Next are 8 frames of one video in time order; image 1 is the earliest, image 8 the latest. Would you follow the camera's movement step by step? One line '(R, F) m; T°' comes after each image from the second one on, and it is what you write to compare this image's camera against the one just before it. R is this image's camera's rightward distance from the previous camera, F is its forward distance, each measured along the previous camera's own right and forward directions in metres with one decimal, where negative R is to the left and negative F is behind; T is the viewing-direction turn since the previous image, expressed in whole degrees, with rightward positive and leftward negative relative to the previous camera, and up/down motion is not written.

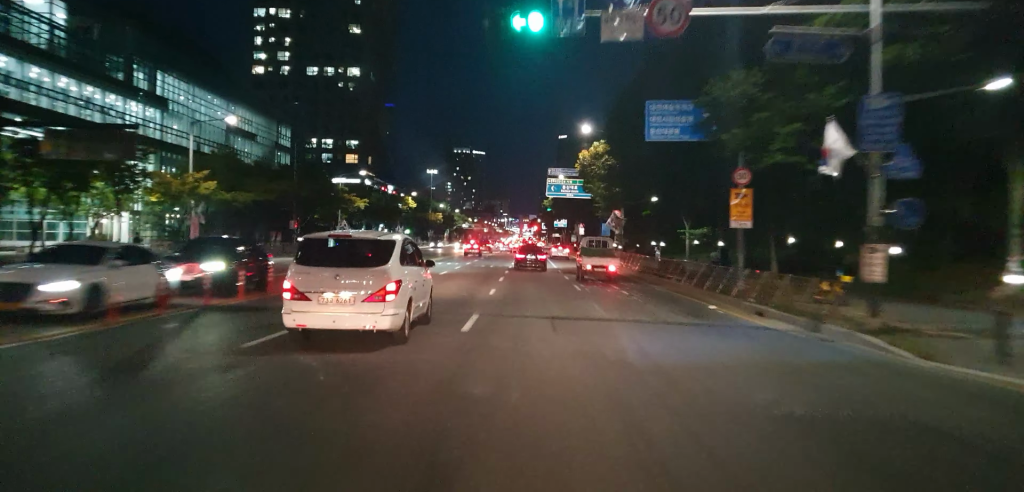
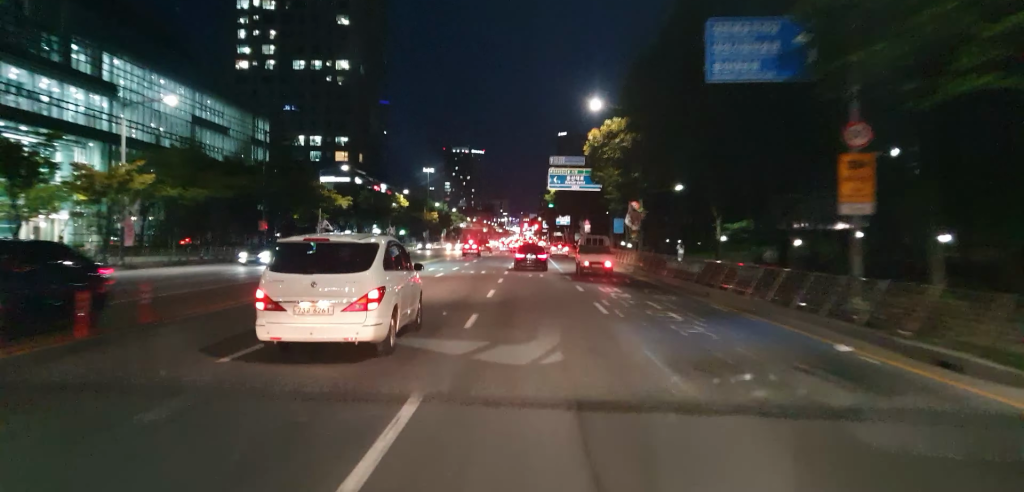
(0.0, +10.0) m; 0°
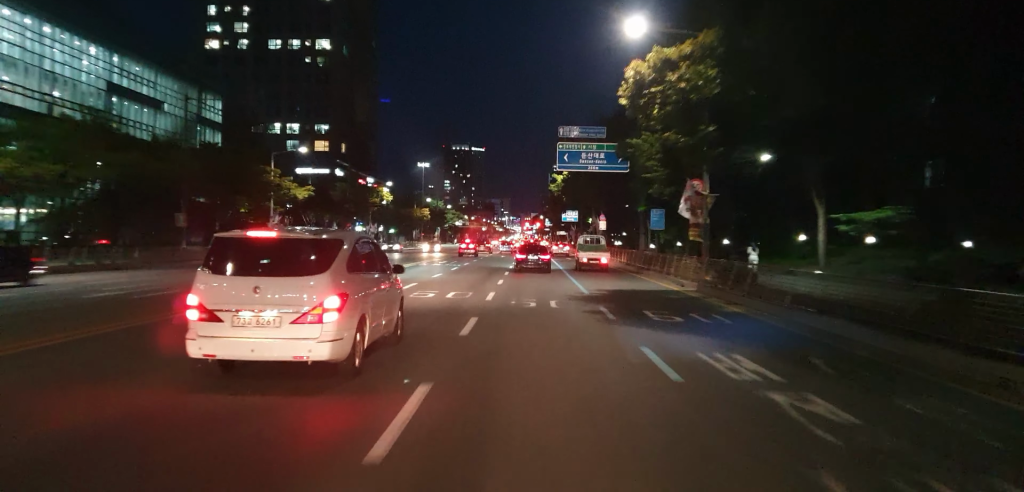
(0.0, +17.1) m; 0°
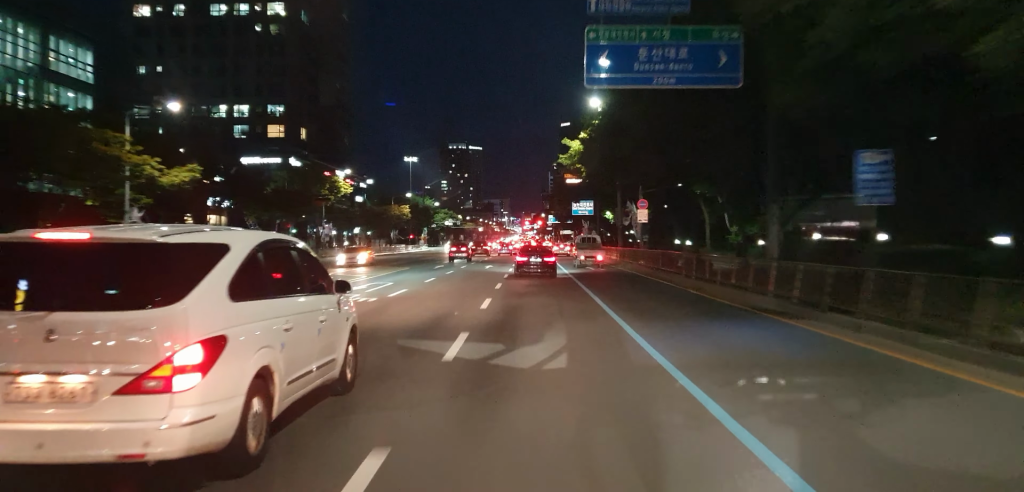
(+0.6, +26.3) m; +2°
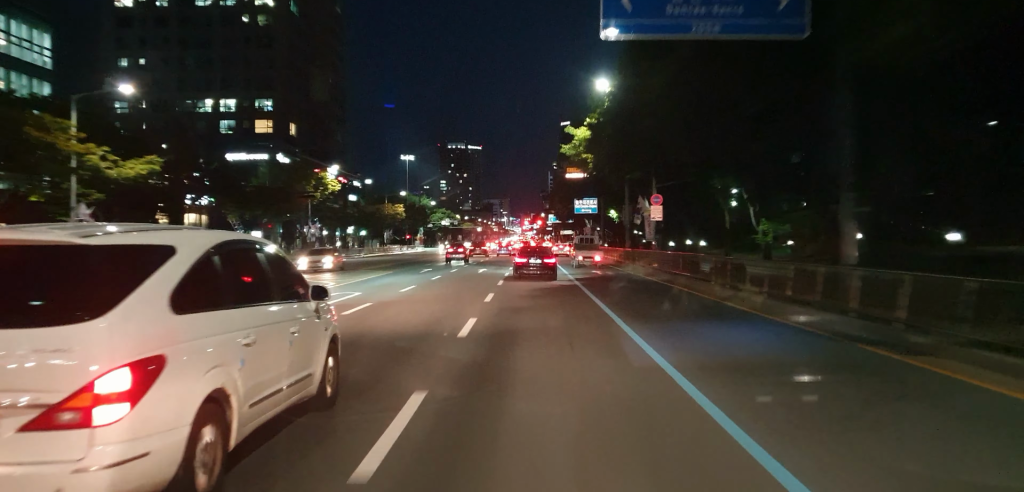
(+0.1, +5.6) m; 0°
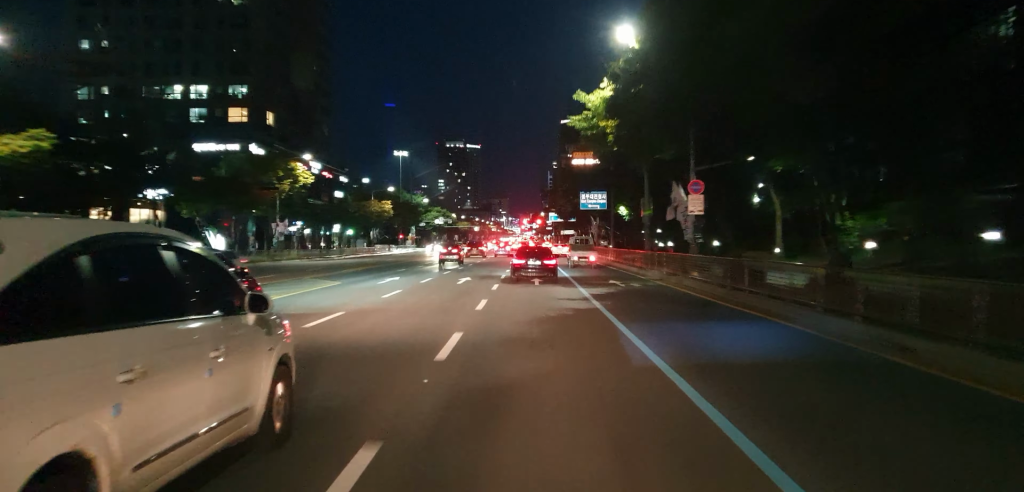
(-0.3, +10.5) m; -1°
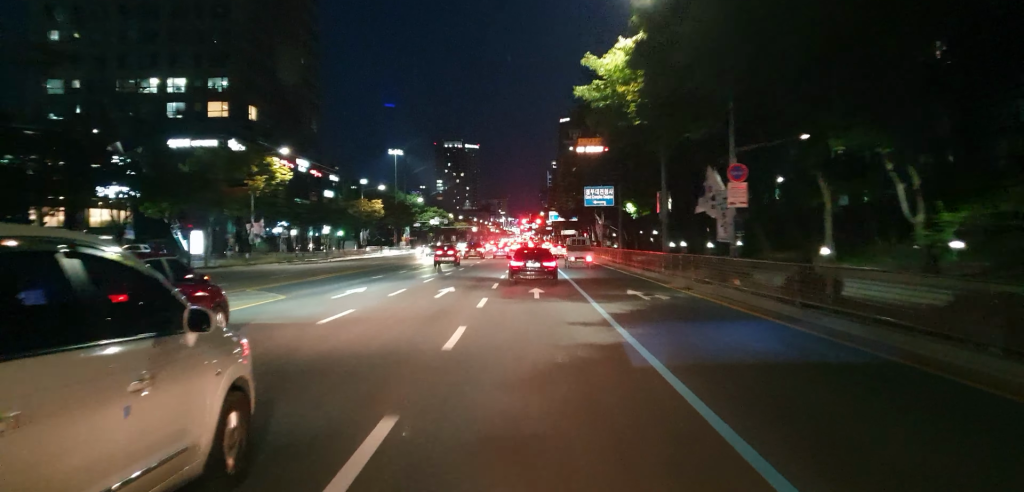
(0.0, +6.6) m; 0°
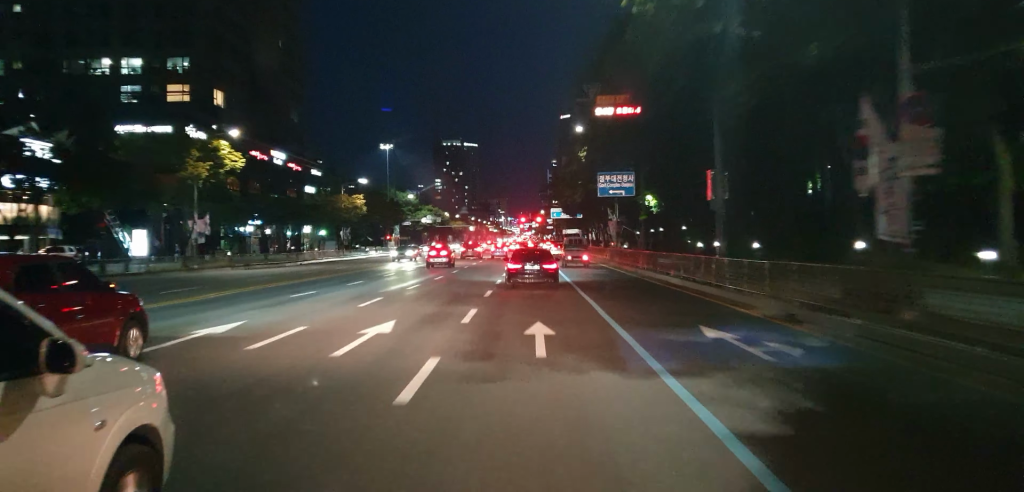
(+0.1, +12.0) m; +1°
